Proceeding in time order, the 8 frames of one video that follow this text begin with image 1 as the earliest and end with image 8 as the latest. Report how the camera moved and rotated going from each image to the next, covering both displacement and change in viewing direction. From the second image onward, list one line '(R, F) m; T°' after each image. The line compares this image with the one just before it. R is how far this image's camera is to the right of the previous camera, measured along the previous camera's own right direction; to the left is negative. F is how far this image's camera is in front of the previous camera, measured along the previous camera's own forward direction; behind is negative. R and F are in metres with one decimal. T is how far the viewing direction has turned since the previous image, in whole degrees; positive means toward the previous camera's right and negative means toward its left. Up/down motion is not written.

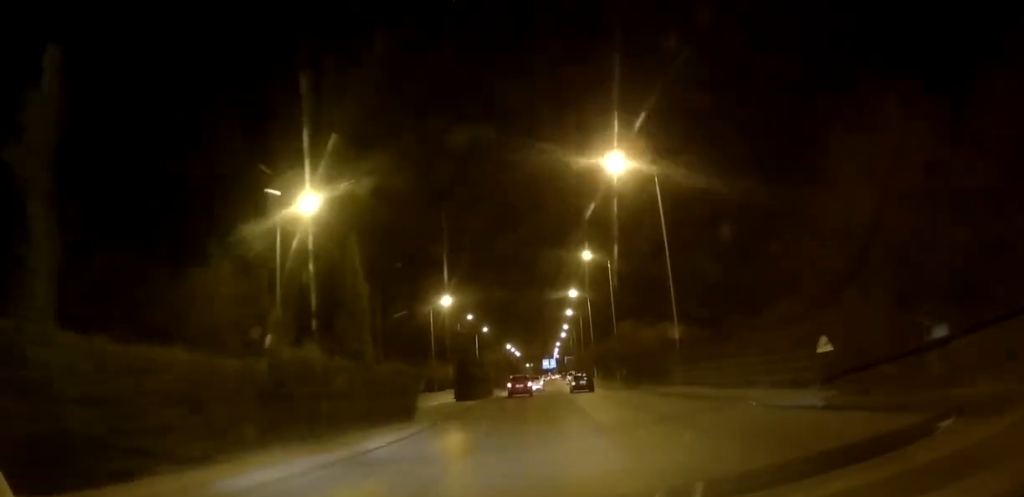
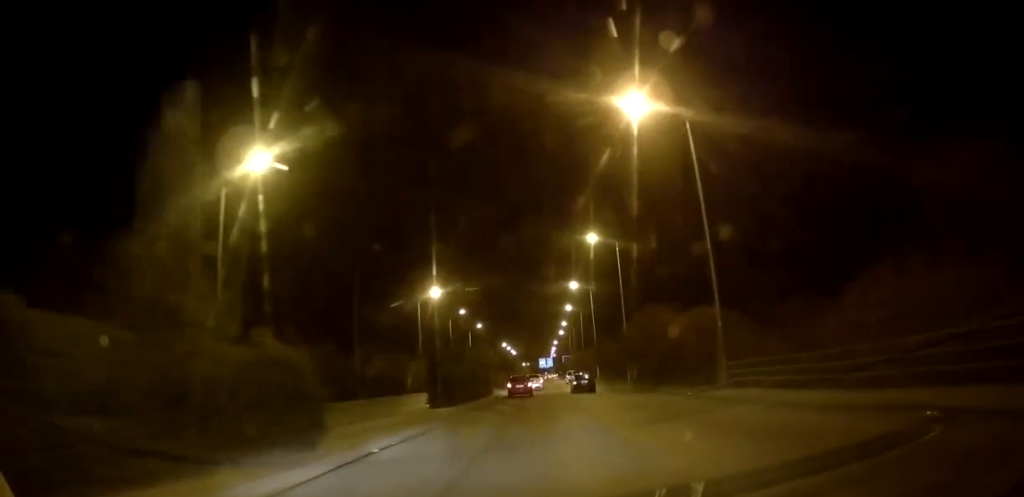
(+0.1, +8.4) m; 0°
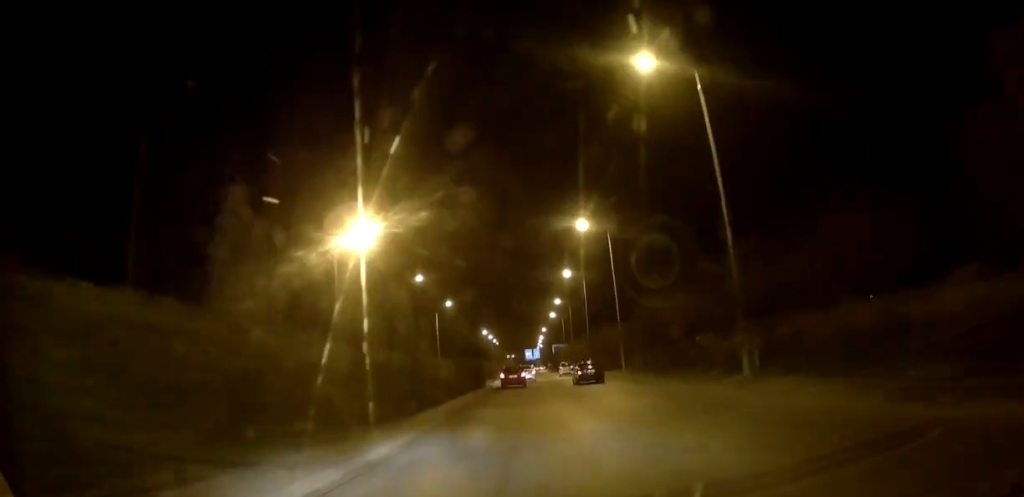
(+0.6, +31.7) m; +1°
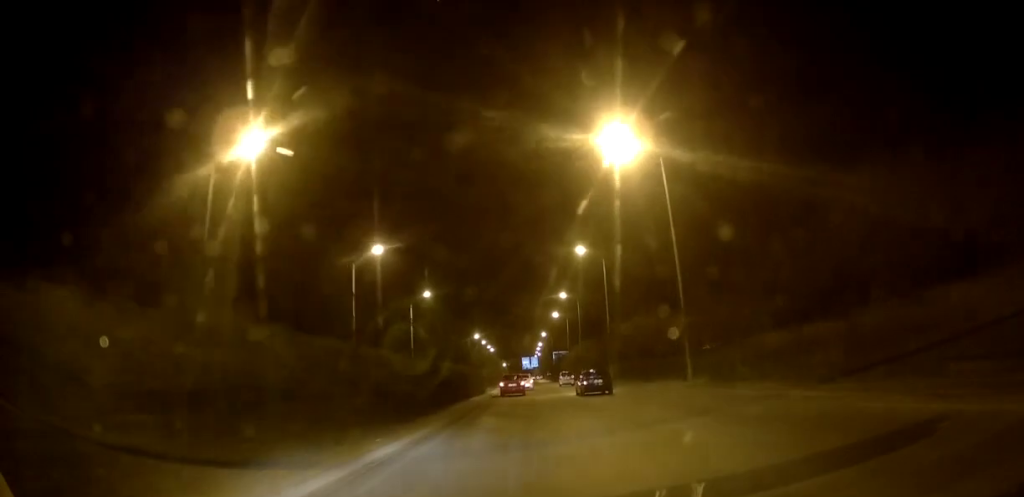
(0.0, +22.6) m; 0°
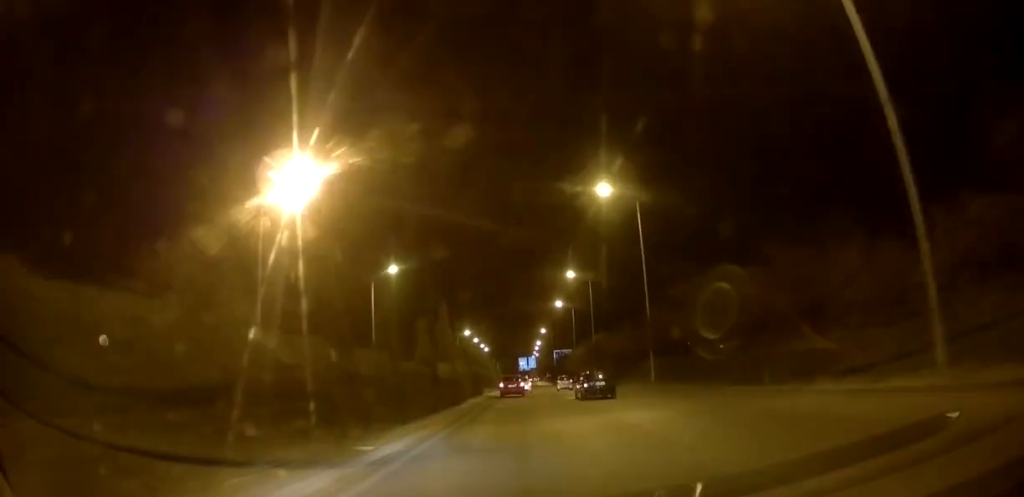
(0.0, +21.4) m; 0°
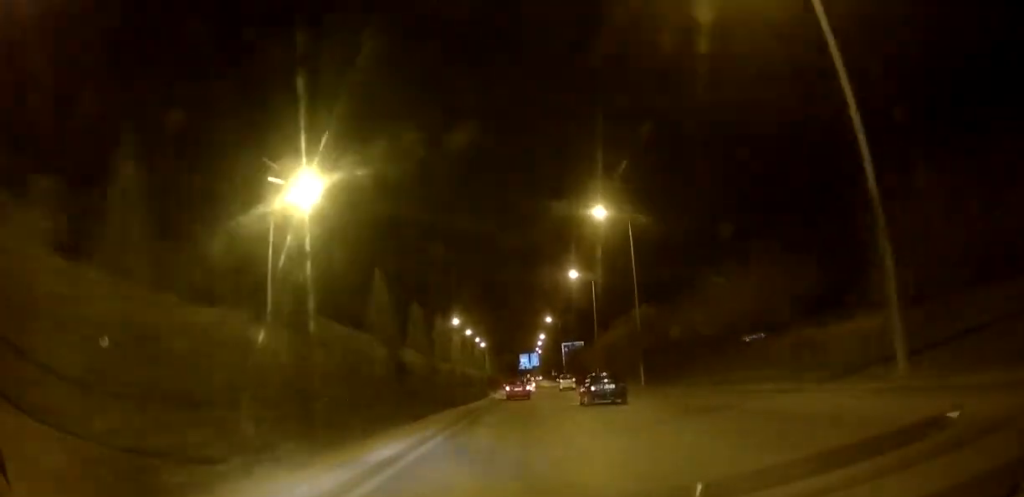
(+0.1, +28.2) m; +1°
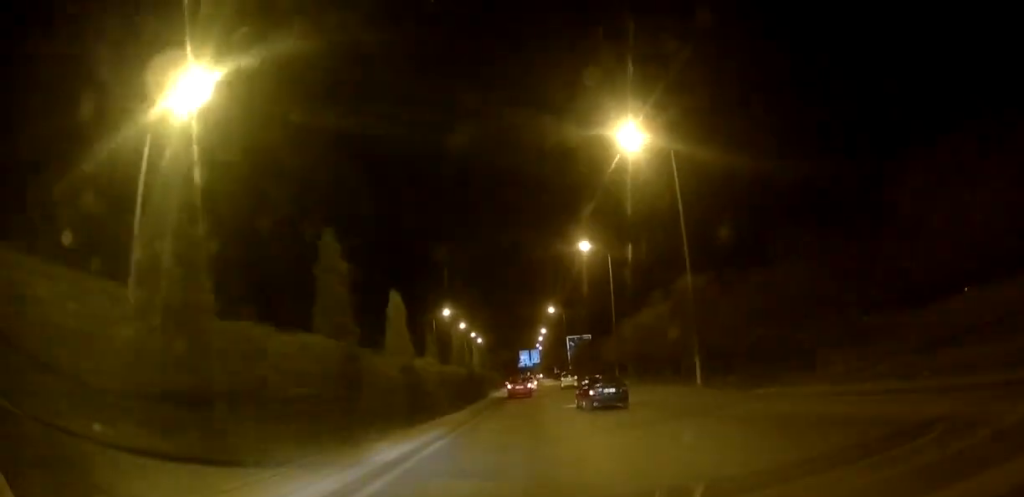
(+0.1, +15.0) m; +1°
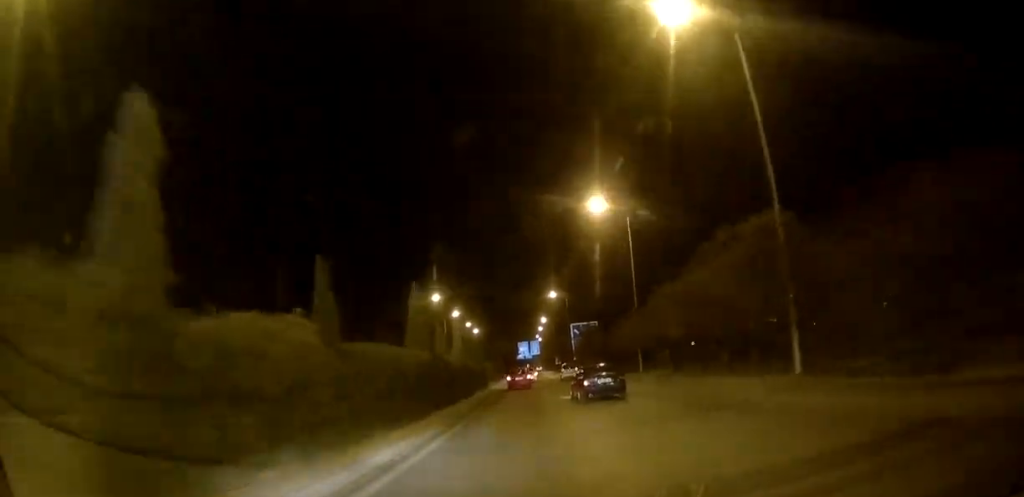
(+0.3, +11.5) m; 0°
